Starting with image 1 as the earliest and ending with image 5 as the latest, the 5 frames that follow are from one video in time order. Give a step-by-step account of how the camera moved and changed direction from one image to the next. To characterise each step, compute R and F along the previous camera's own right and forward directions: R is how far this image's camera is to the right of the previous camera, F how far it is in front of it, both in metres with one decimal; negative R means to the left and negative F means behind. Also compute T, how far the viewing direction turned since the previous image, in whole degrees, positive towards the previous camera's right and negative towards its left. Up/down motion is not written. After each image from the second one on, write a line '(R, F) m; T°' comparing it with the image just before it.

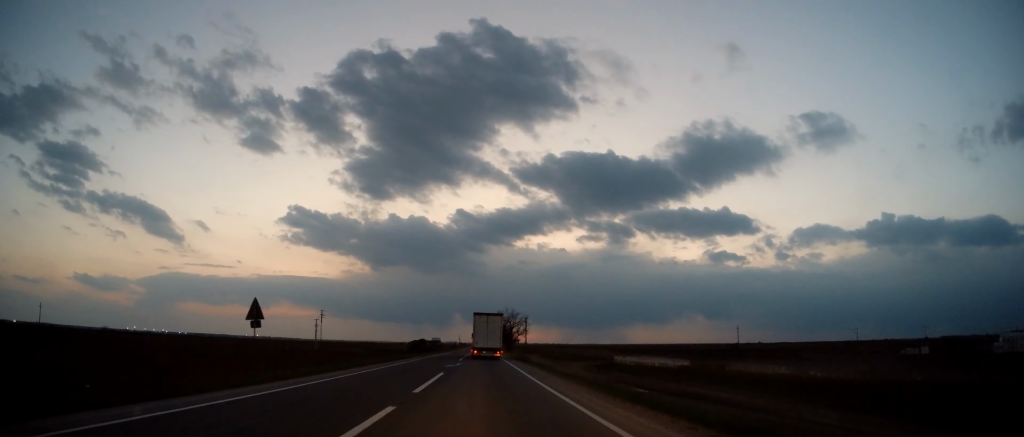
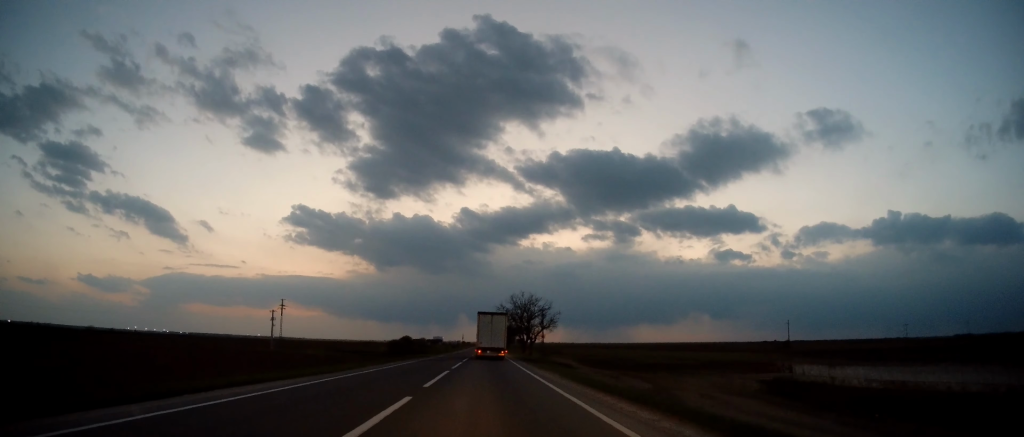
(+0.1, +38.4) m; 0°
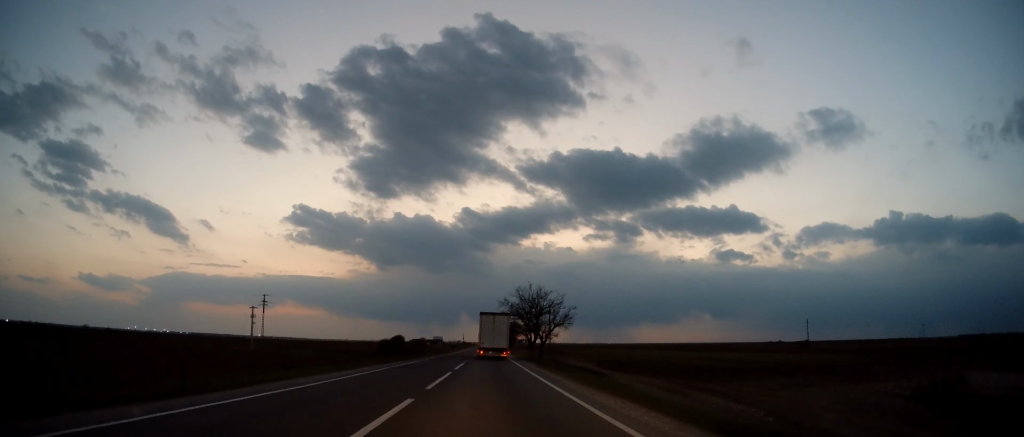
(-0.1, +12.5) m; 0°
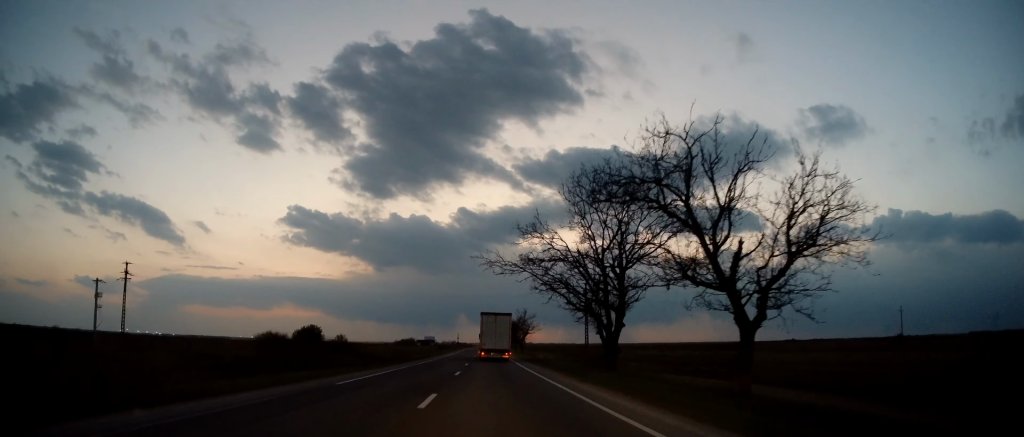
(-0.5, +51.9) m; 0°
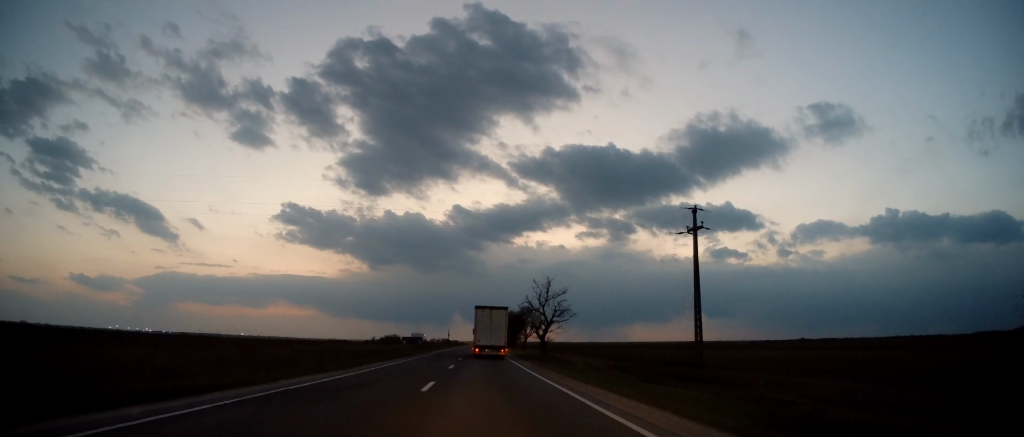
(+0.5, +46.6) m; 0°
